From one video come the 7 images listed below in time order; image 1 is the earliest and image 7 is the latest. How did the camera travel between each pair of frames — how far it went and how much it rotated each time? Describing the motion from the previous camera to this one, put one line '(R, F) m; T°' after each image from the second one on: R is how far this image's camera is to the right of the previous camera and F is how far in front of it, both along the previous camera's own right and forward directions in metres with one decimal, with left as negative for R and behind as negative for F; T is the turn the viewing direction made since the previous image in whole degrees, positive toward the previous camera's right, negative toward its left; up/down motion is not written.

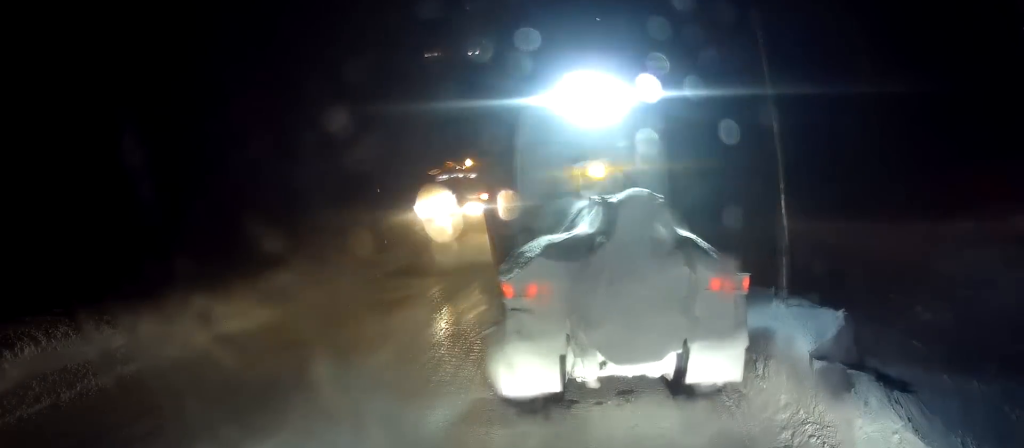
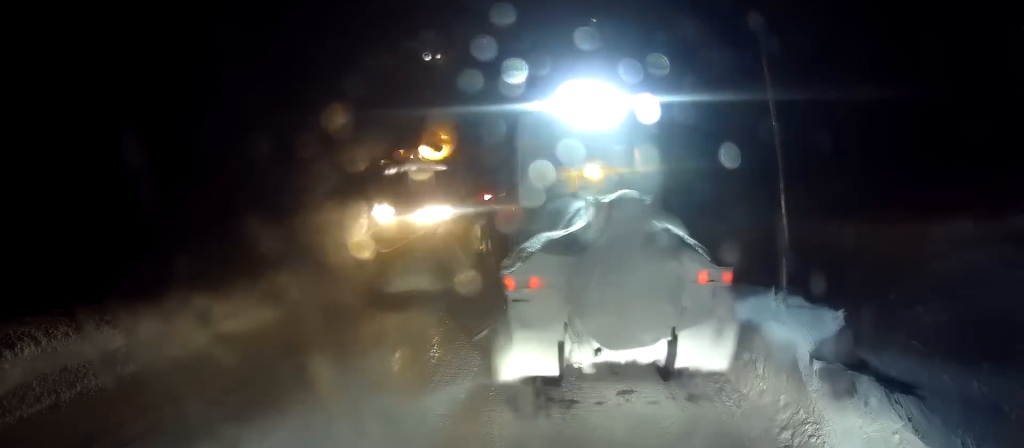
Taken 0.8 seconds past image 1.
(0.0, 0.0) m; 0°
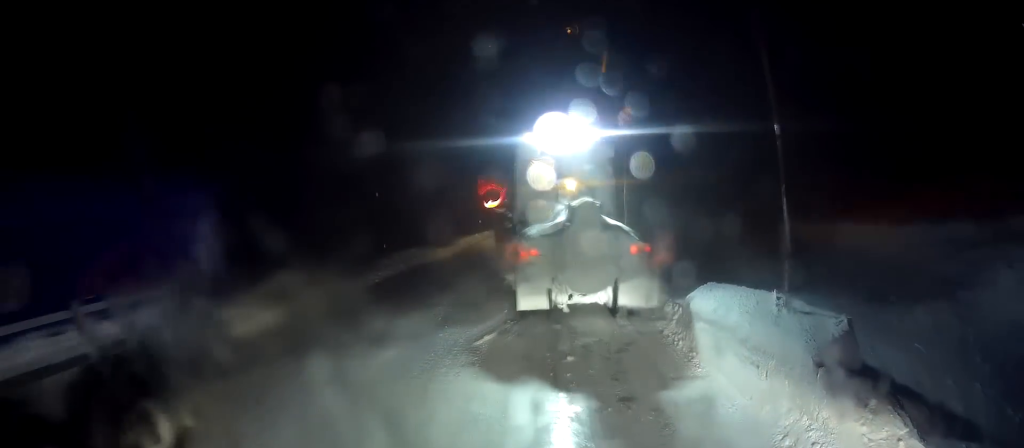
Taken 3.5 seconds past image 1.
(+0.1, +0.1) m; 0°
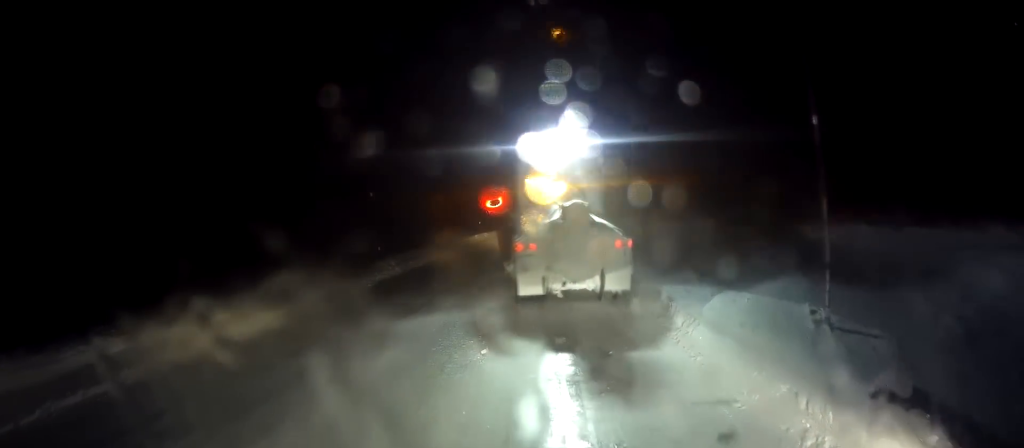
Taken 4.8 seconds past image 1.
(0.0, +1.0) m; 0°
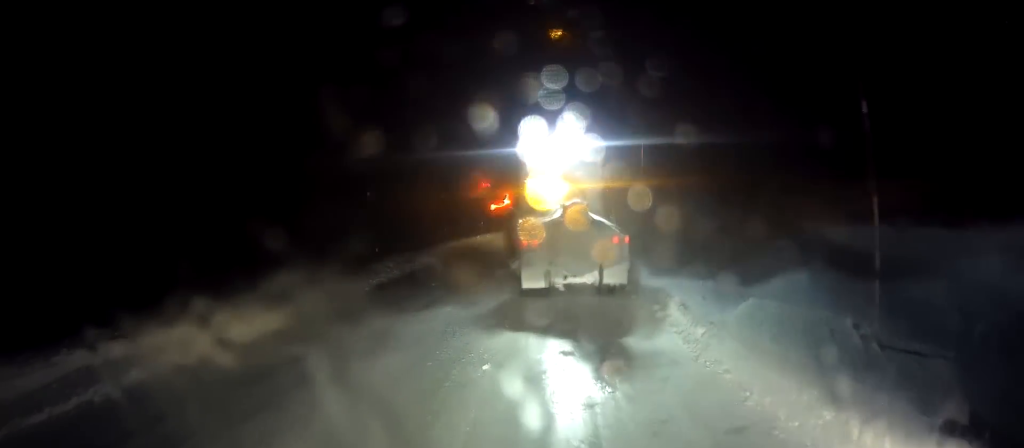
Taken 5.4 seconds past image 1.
(0.0, +0.8) m; 0°
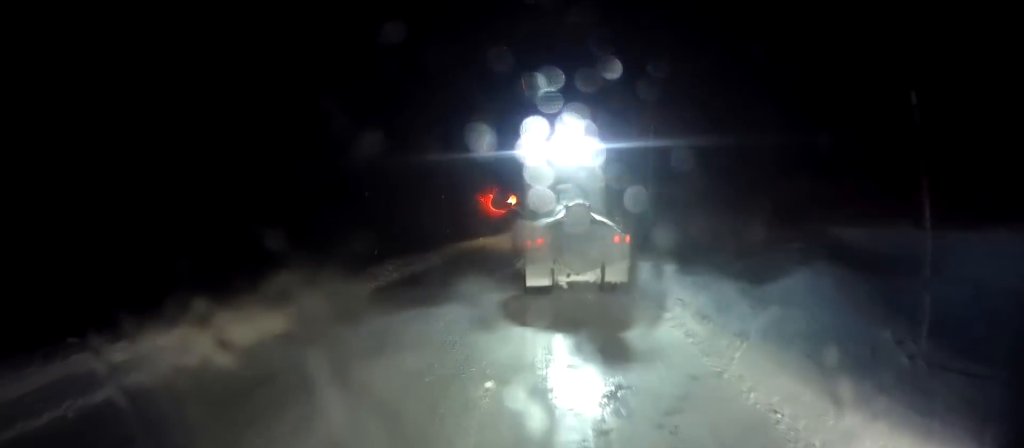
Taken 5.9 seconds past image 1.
(0.0, +0.8) m; -1°
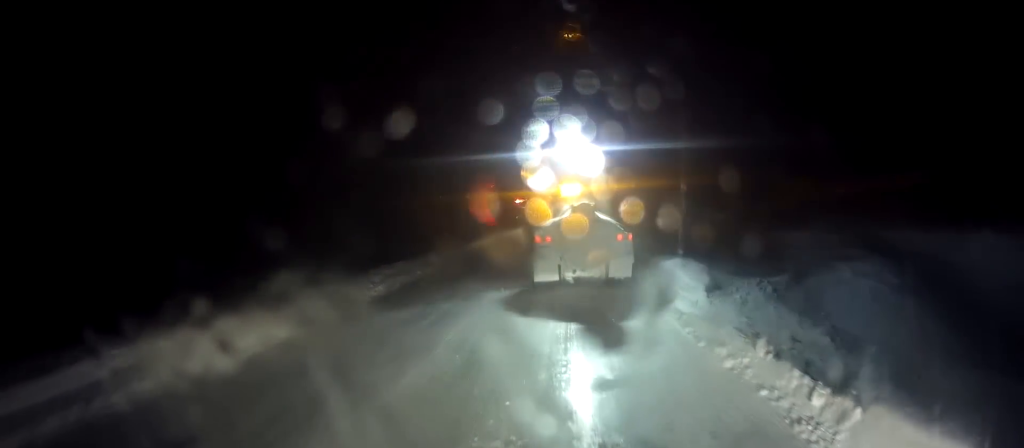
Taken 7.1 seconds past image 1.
(-0.1, +2.8) m; -1°
